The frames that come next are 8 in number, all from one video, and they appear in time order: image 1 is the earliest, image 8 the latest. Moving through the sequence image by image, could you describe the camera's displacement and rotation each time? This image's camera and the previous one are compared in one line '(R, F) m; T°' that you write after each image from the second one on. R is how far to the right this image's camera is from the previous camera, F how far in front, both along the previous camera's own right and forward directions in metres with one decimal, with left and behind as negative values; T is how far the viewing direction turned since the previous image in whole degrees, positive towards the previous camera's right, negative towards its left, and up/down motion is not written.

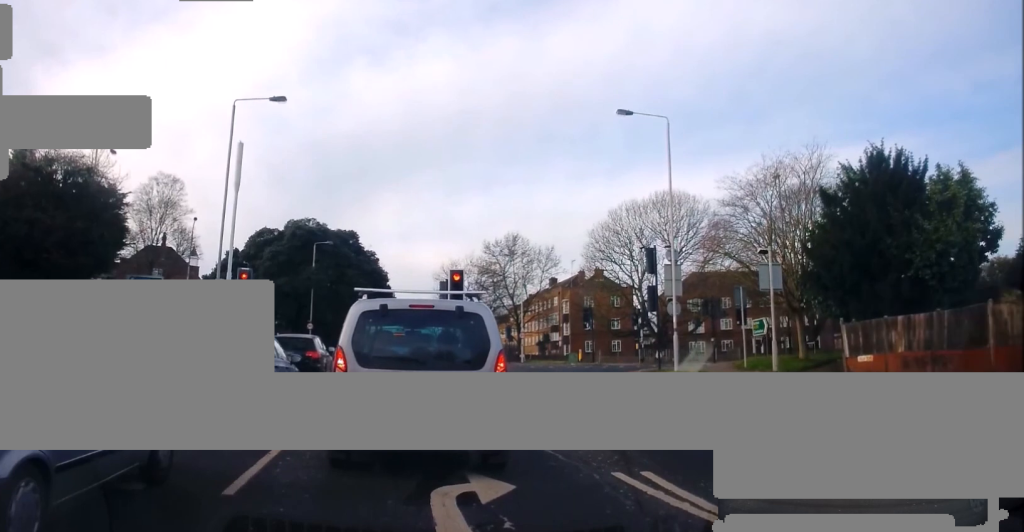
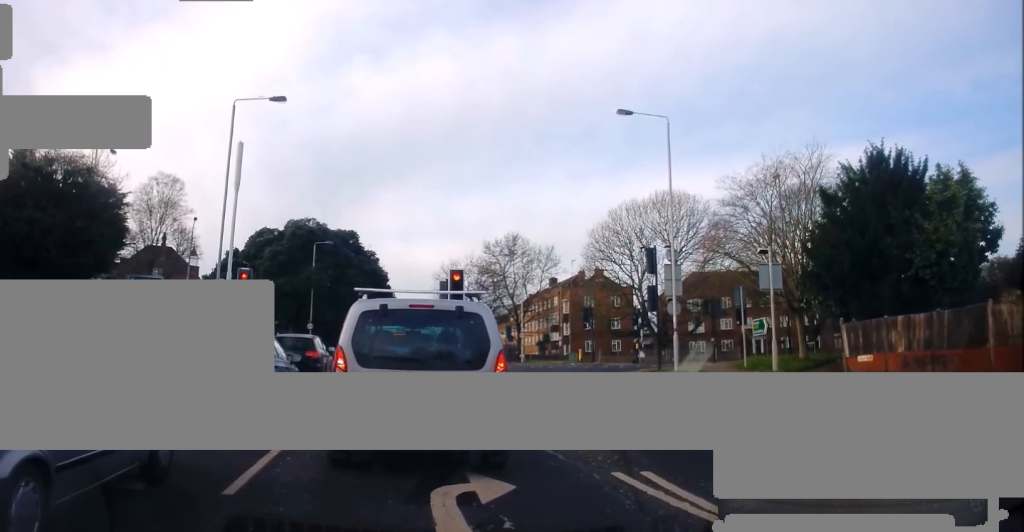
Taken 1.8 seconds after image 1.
(-0.1, +0.1) m; 0°
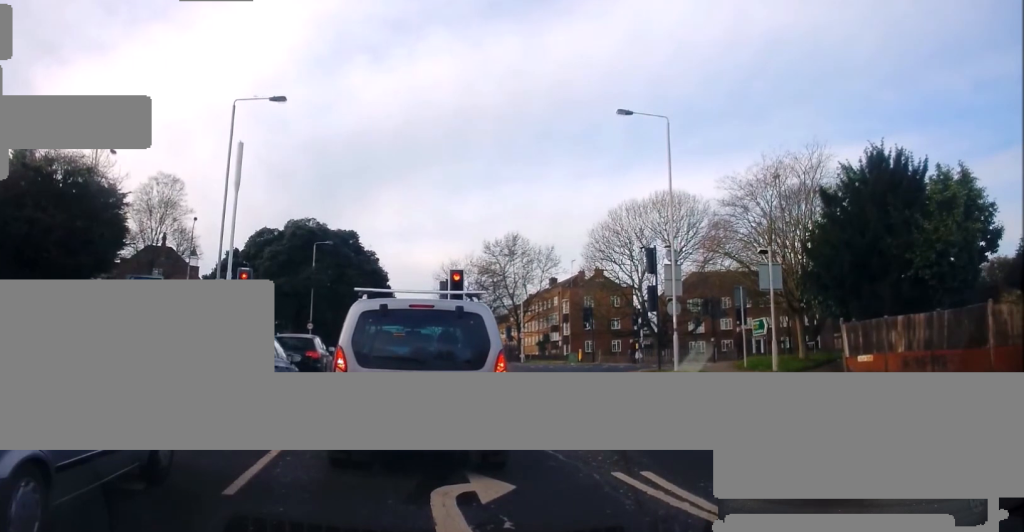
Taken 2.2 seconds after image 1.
(0.0, 0.0) m; 0°
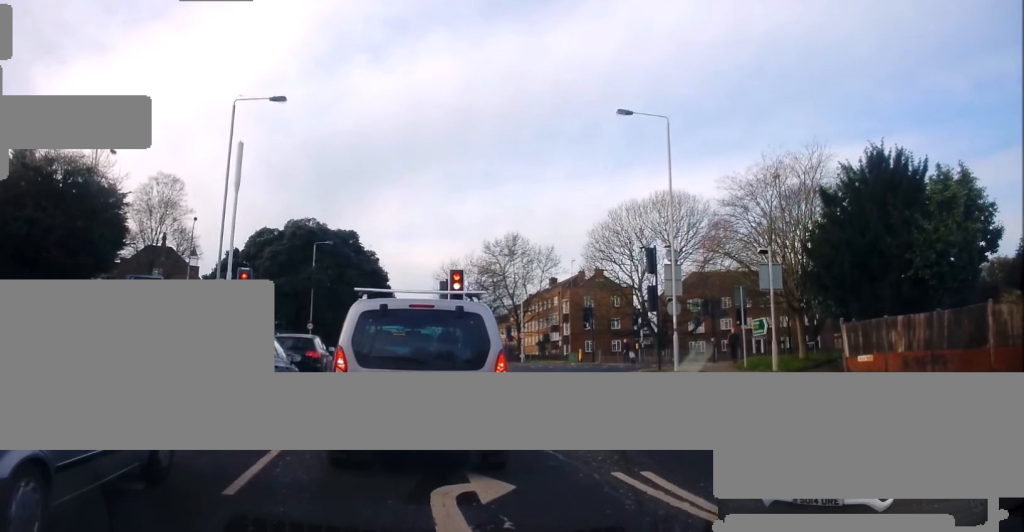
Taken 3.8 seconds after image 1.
(-0.1, +0.1) m; 0°
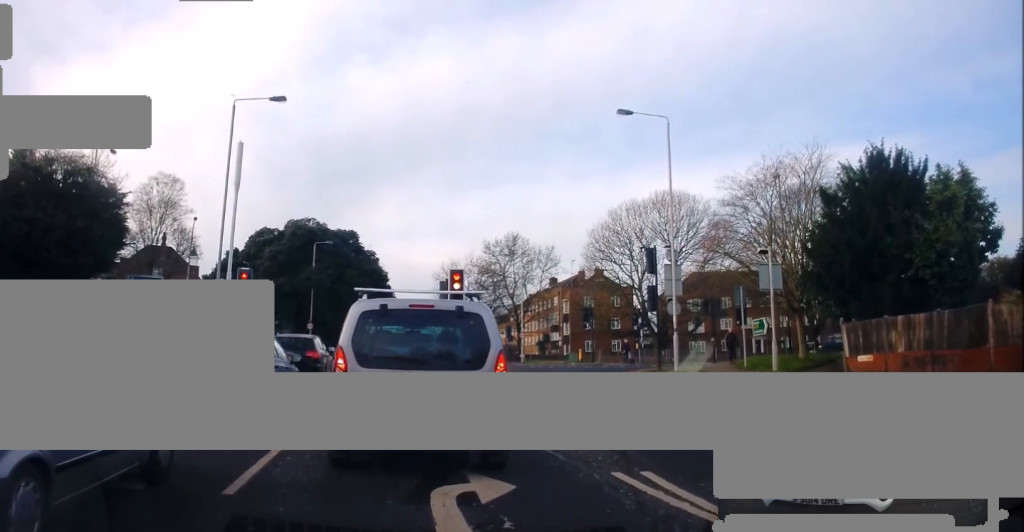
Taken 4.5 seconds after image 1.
(0.0, 0.0) m; 0°
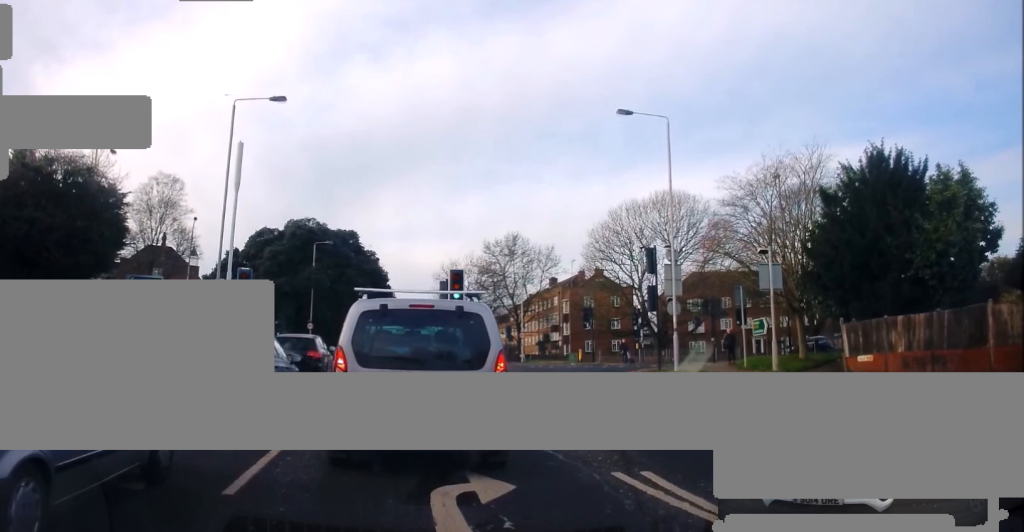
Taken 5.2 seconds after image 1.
(0.0, 0.0) m; 0°
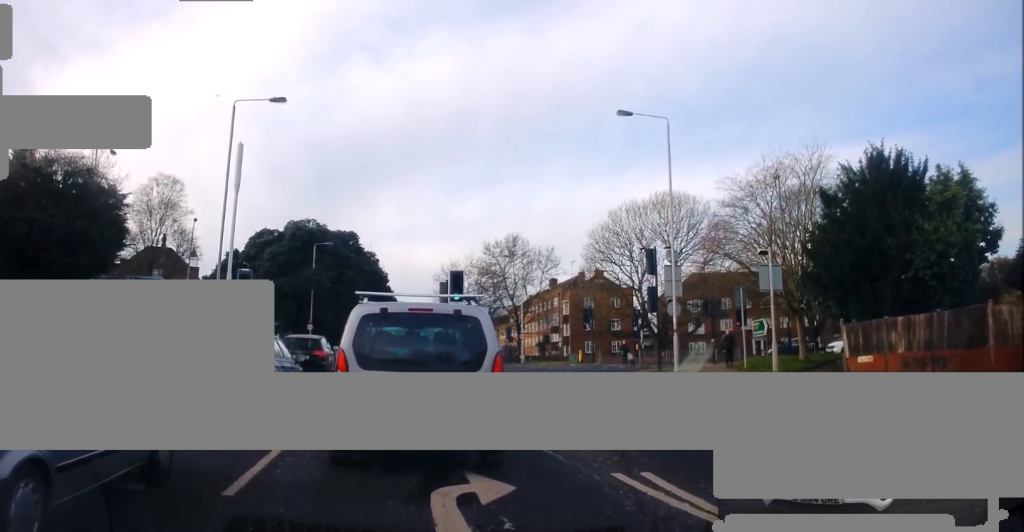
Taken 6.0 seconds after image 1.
(0.0, 0.0) m; 0°
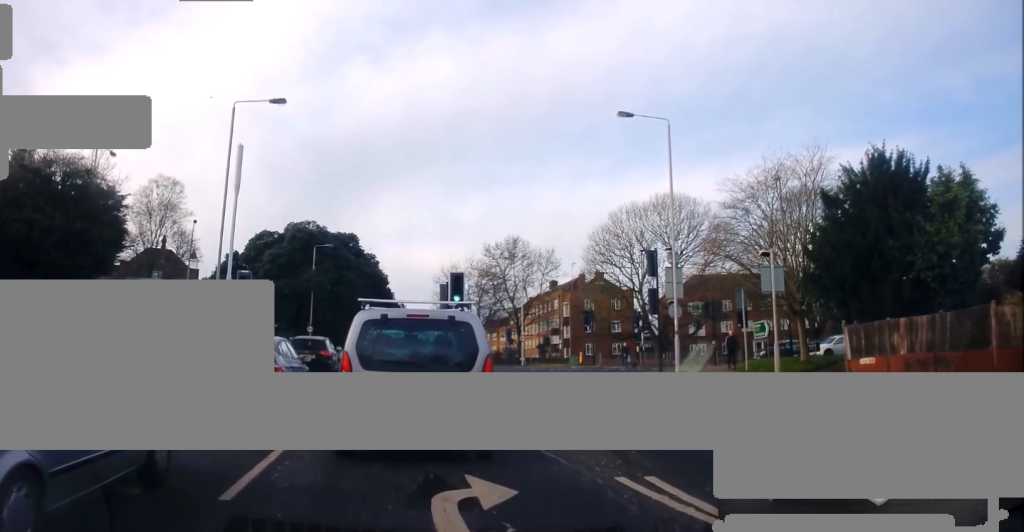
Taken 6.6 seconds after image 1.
(0.0, 0.0) m; 0°
